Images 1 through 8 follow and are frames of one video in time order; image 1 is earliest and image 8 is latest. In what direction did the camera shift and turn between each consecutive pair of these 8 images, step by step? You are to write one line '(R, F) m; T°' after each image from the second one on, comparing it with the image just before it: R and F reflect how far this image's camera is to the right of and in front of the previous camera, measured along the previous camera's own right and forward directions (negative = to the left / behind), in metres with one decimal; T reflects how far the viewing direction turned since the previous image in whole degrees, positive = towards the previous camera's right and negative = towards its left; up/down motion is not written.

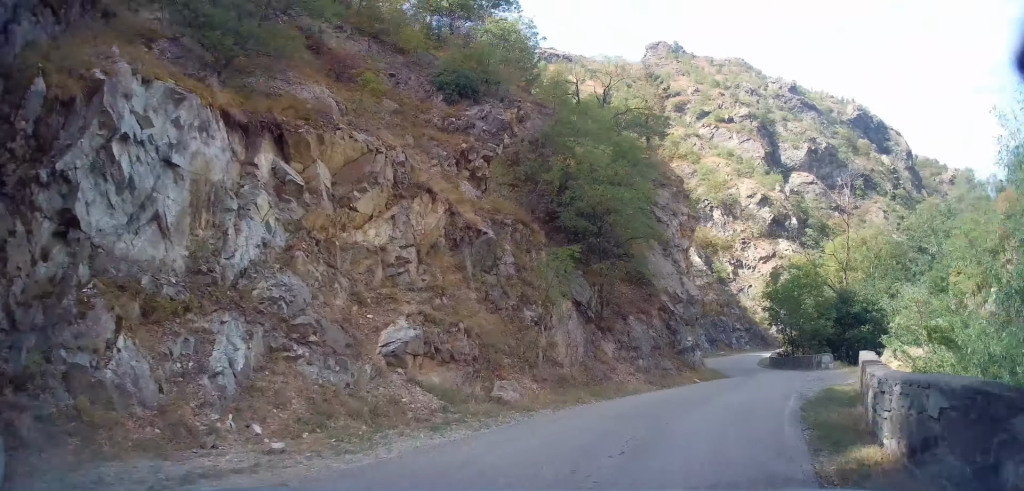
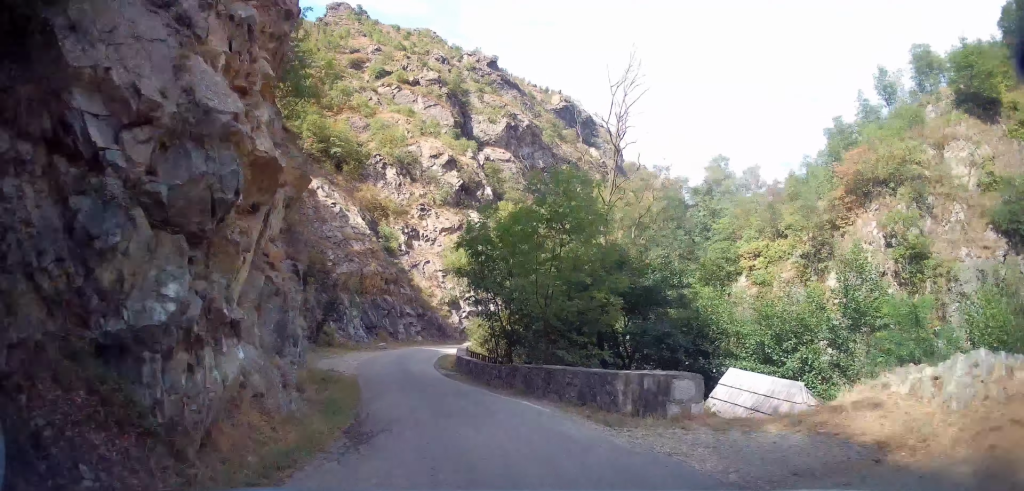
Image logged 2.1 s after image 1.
(+6.4, +16.9) m; +29°
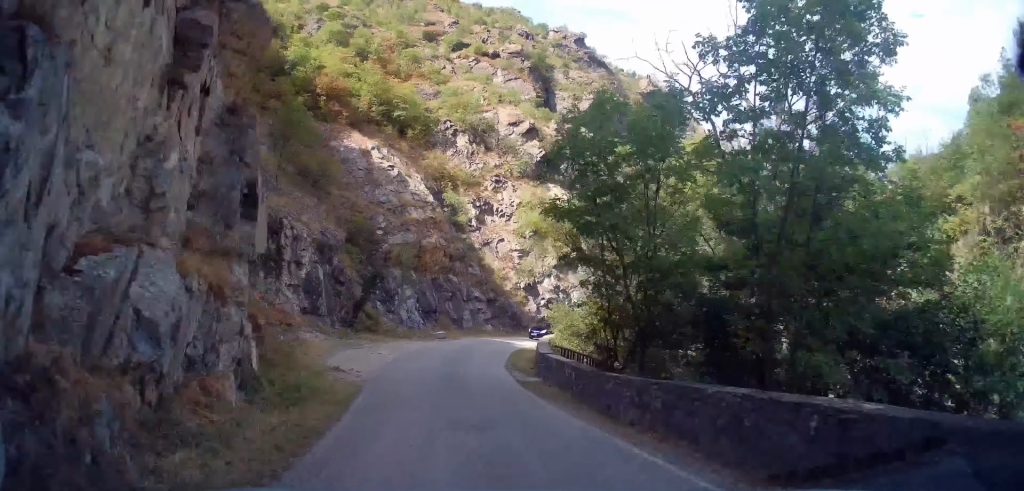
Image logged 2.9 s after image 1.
(+0.2, +7.6) m; -2°
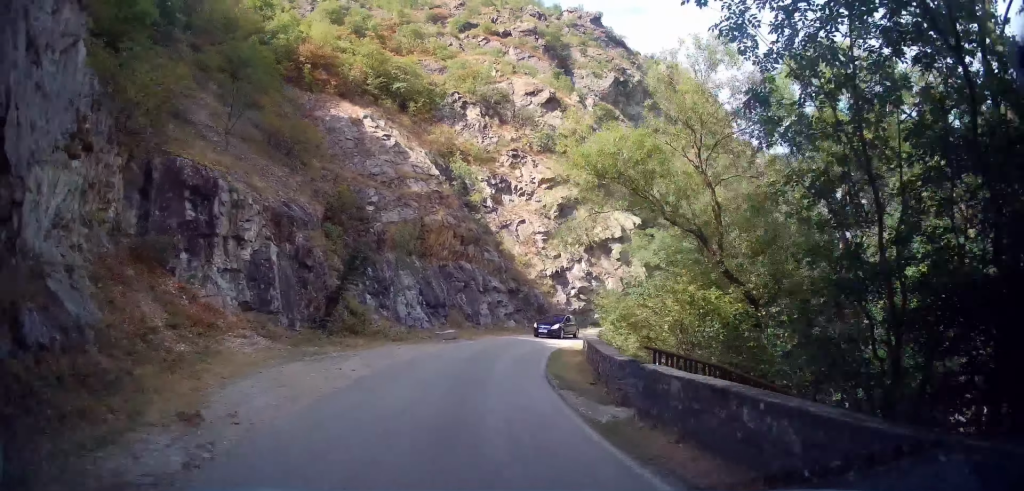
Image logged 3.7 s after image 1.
(-0.4, +6.6) m; -3°
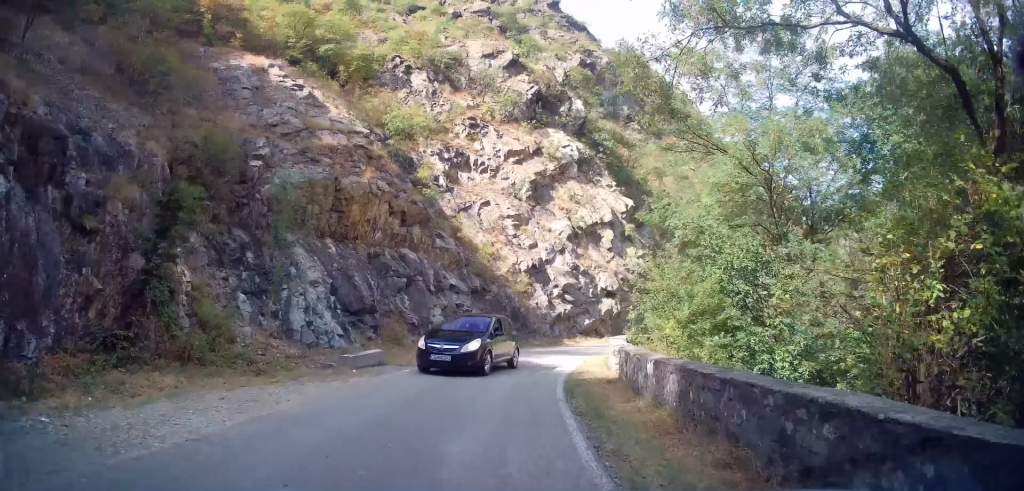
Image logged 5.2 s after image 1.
(-0.1, +11.0) m; +2°
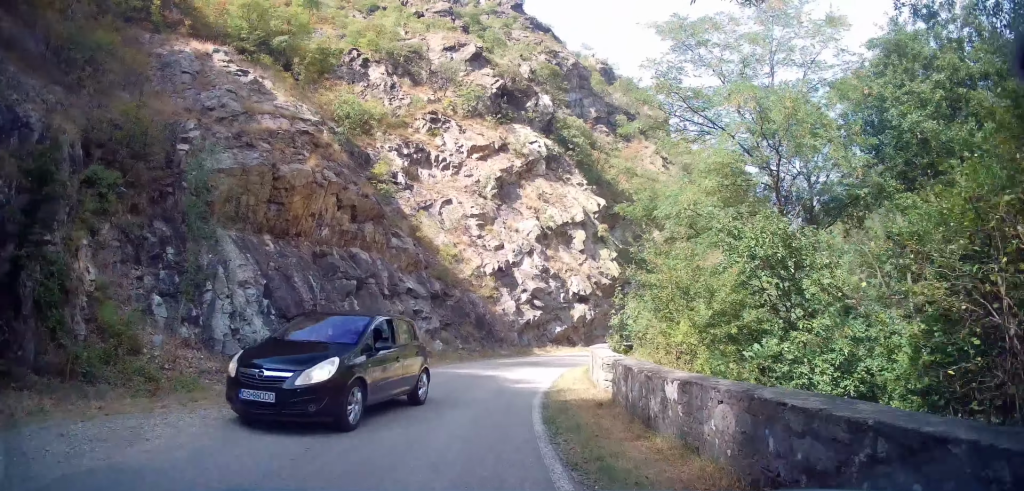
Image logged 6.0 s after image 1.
(+0.2, +4.1) m; +1°
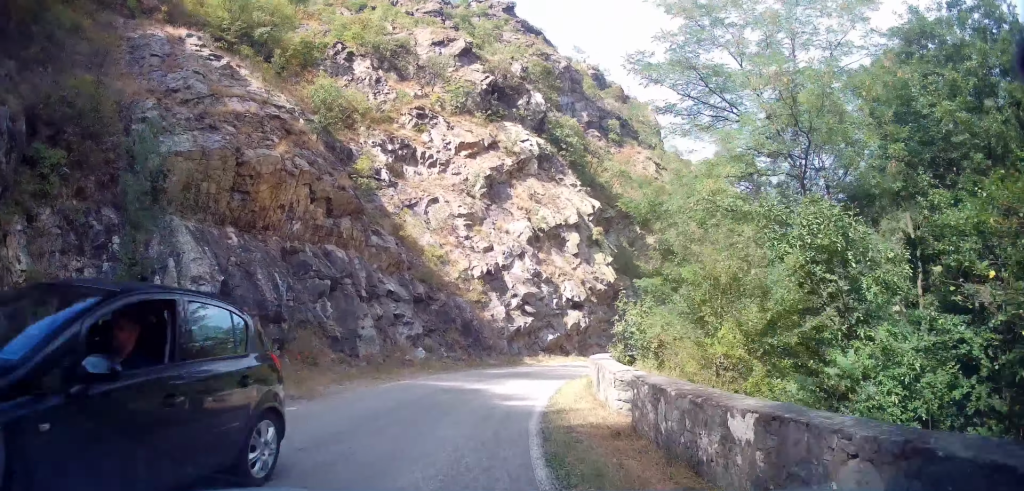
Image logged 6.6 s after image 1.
(-0.1, +3.0) m; -2°
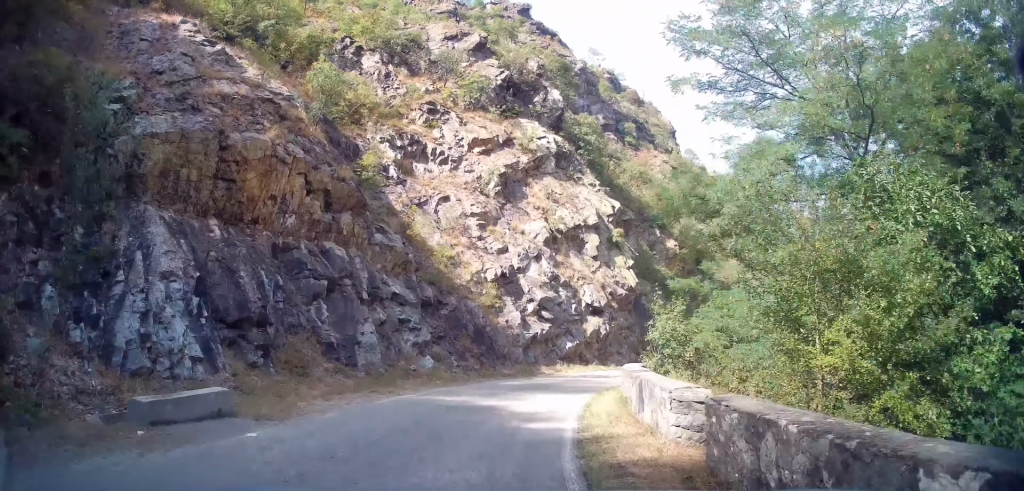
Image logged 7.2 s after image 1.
(0.0, +2.7) m; -1°
